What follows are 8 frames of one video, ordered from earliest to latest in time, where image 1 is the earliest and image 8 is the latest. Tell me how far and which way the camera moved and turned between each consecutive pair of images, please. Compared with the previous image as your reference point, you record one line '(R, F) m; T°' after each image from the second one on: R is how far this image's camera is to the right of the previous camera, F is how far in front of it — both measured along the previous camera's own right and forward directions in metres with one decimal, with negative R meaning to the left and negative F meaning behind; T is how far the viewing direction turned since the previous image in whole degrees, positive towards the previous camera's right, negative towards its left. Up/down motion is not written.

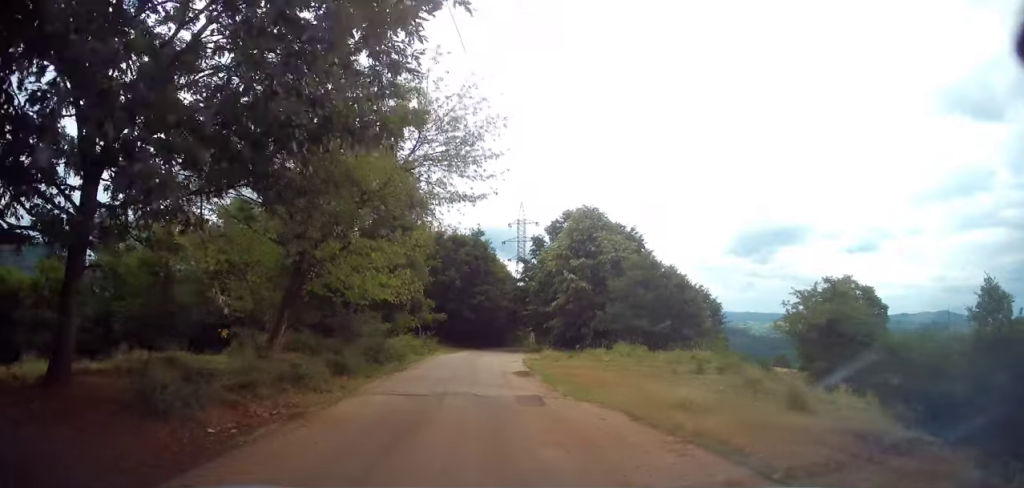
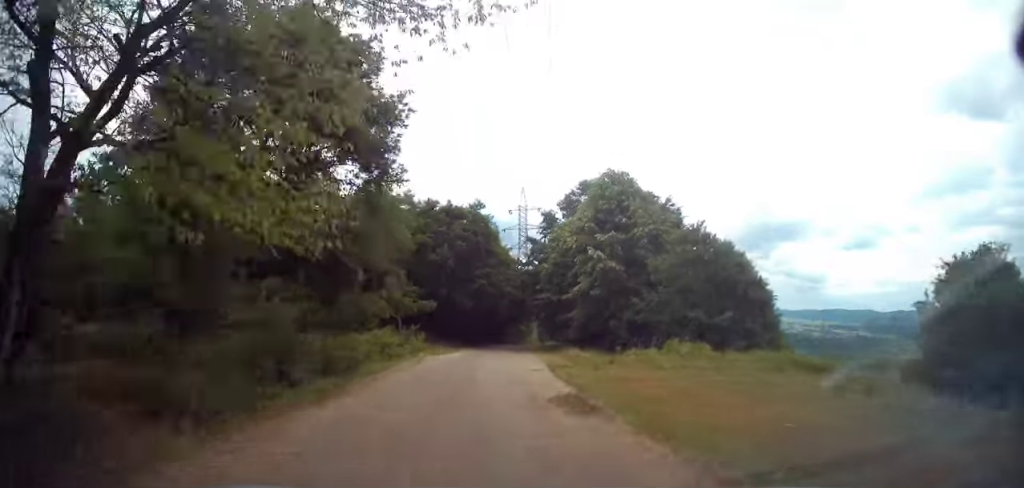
(+0.1, +10.0) m; 0°
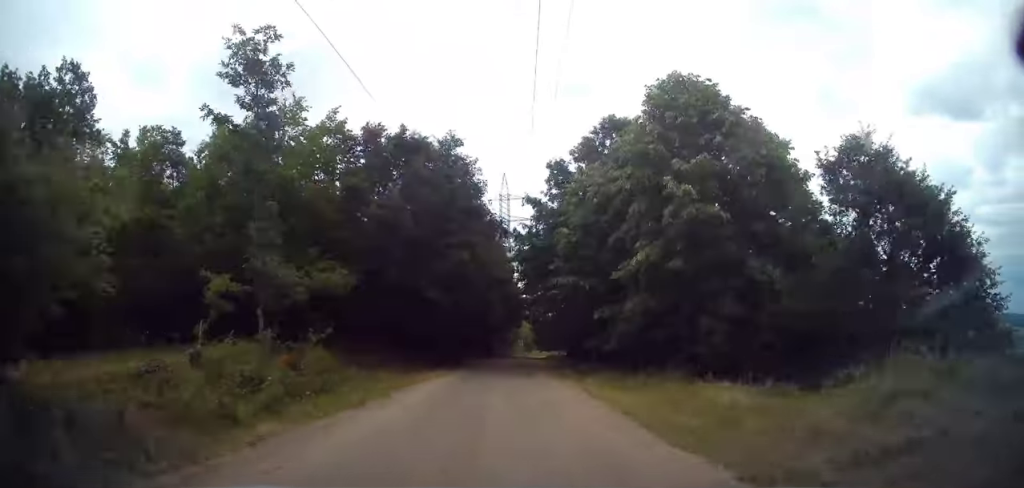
(0.0, +16.5) m; +4°
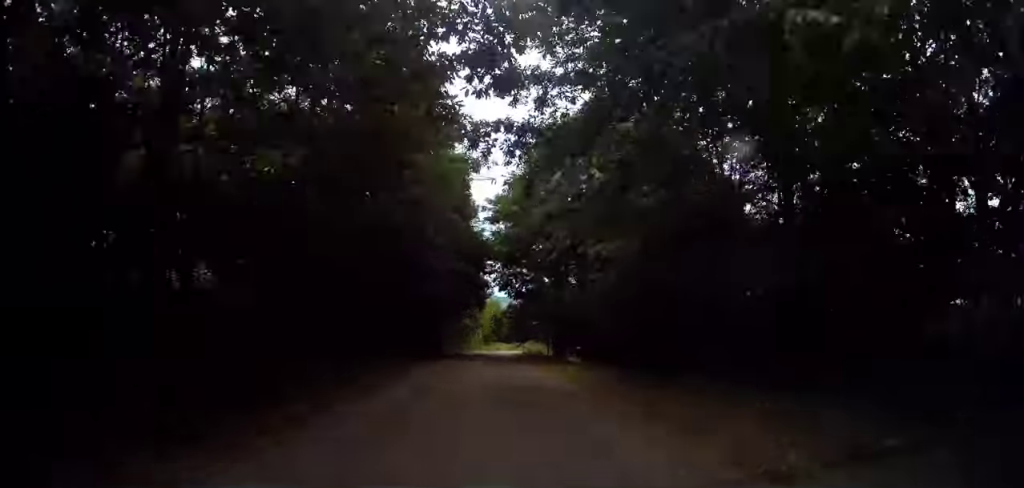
(+1.2, +20.7) m; +2°
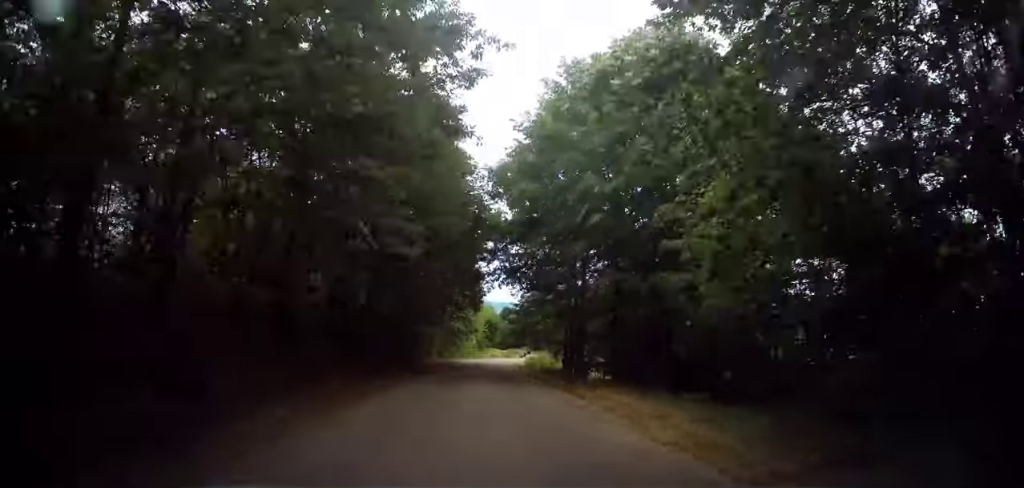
(-0.2, +7.5) m; -1°
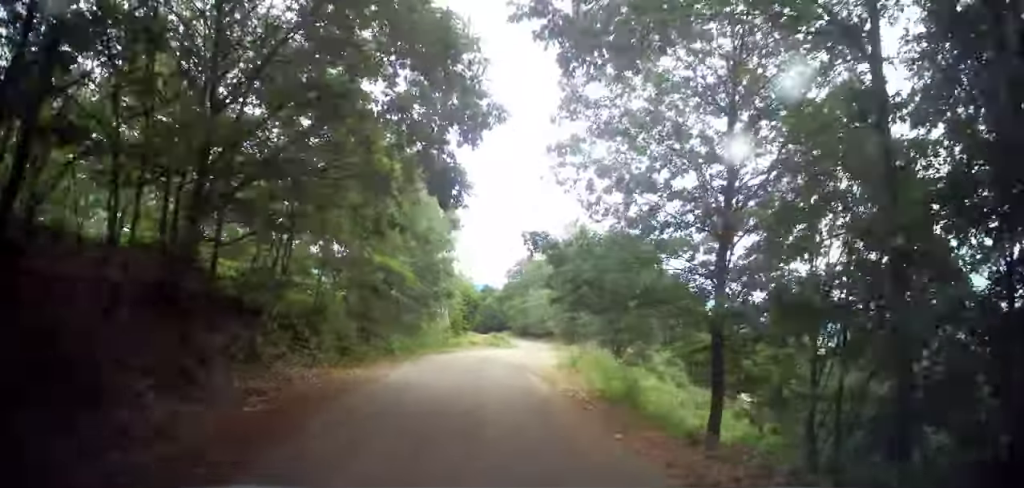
(+1.0, +25.5) m; +6°
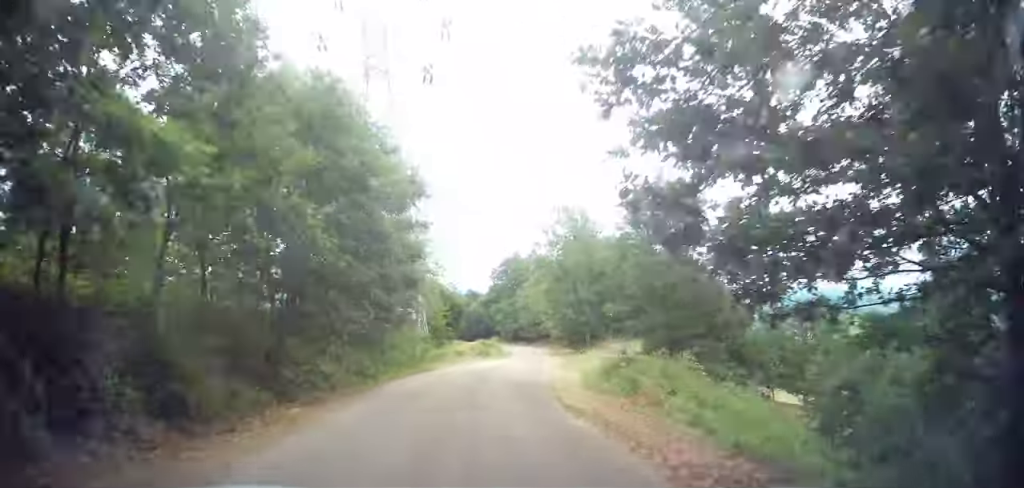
(+0.2, +8.3) m; +3°
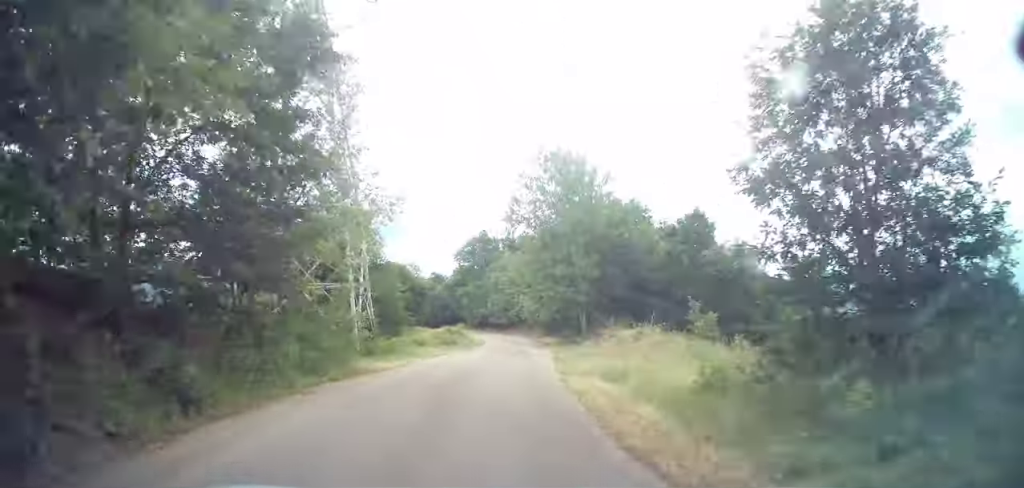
(+0.2, +9.8) m; +3°
